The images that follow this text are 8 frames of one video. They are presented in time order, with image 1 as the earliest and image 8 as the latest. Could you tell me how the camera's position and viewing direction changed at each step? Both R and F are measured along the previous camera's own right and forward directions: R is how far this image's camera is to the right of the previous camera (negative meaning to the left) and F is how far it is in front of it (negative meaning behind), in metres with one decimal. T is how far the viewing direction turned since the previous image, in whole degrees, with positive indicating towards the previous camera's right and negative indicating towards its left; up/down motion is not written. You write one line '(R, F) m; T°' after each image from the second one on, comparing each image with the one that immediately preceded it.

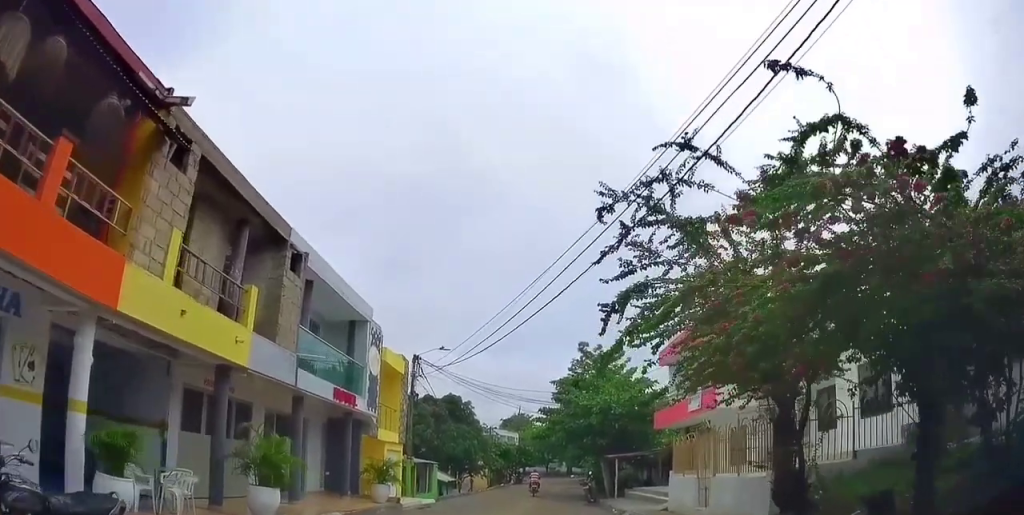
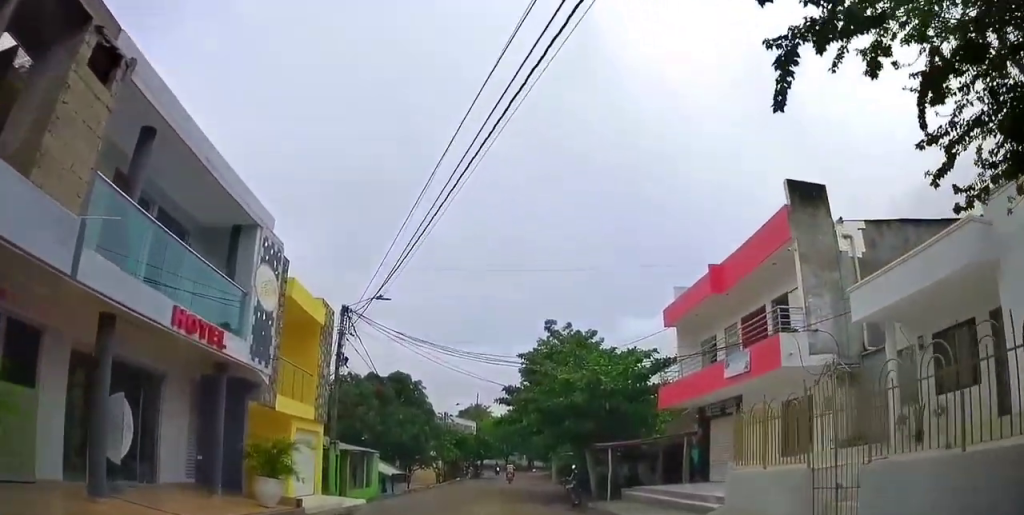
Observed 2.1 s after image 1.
(+0.1, +5.9) m; +6°
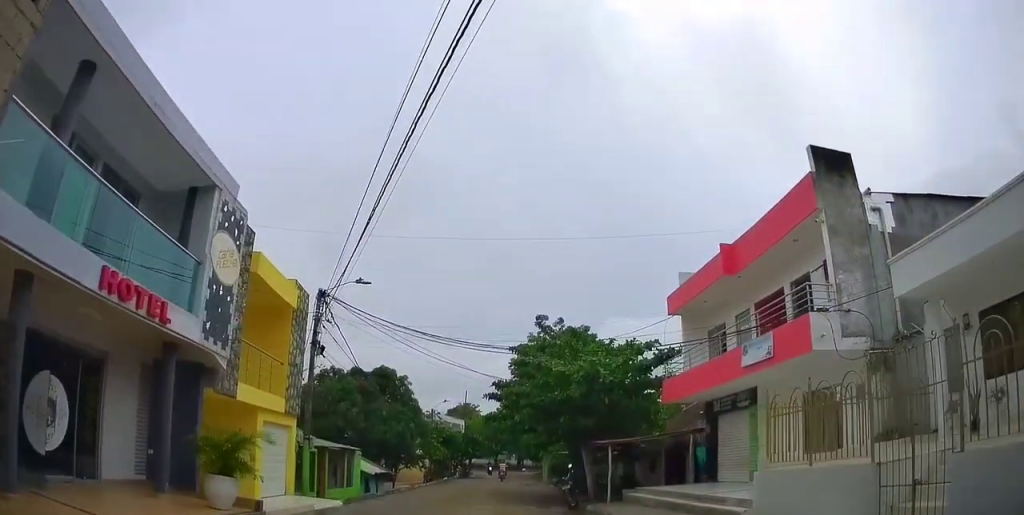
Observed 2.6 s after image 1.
(0.0, +1.6) m; +3°
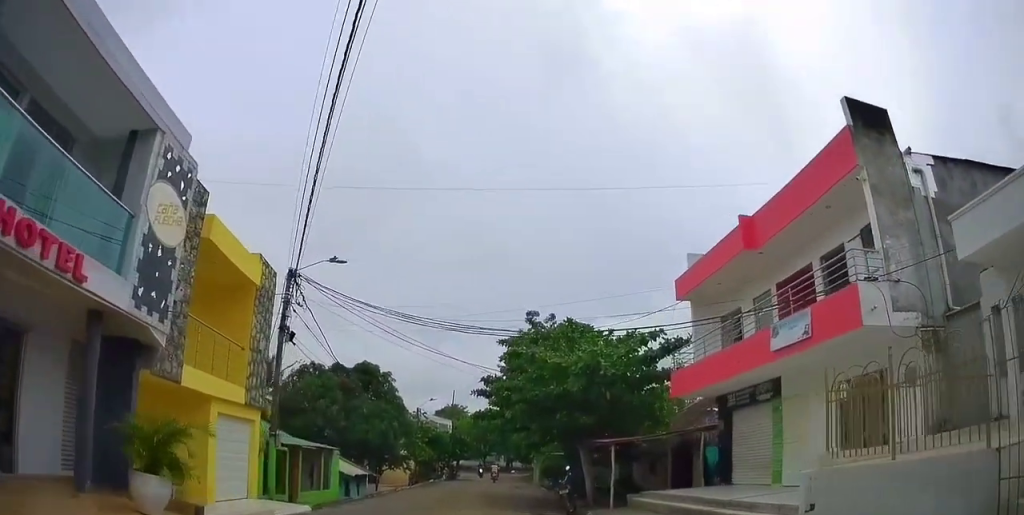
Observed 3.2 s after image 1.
(+0.1, +2.0) m; +1°
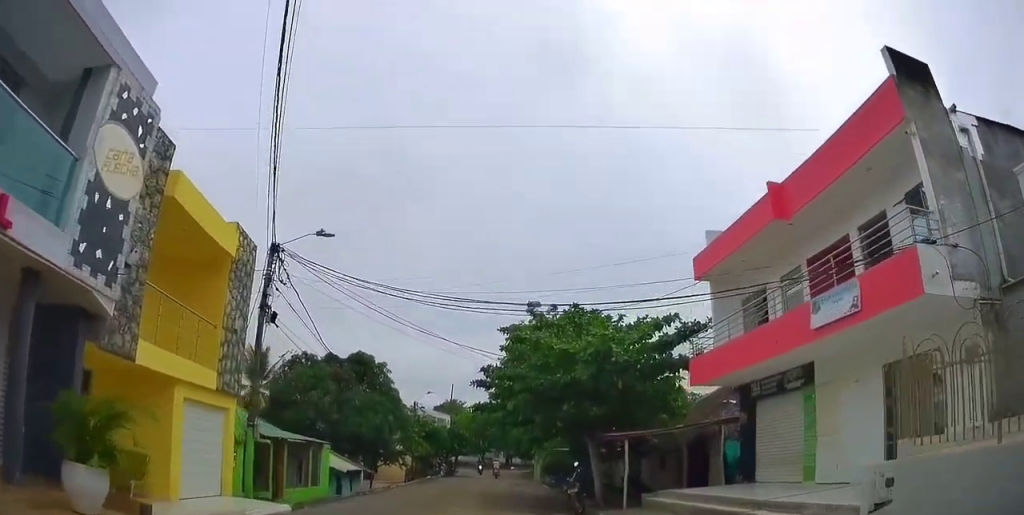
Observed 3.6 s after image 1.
(0.0, +1.6) m; 0°
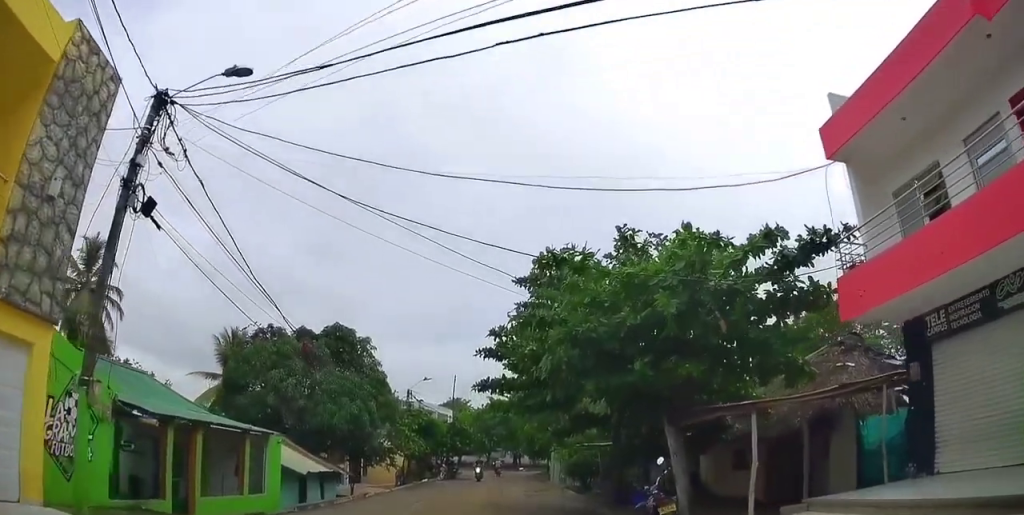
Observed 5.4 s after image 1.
(-0.4, +6.9) m; -9°
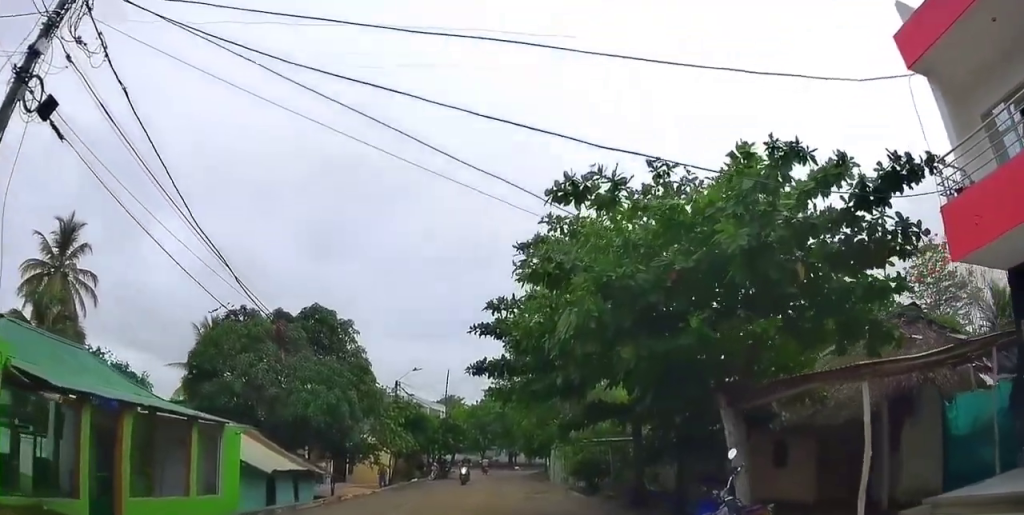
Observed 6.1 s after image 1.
(-0.2, +2.8) m; +2°
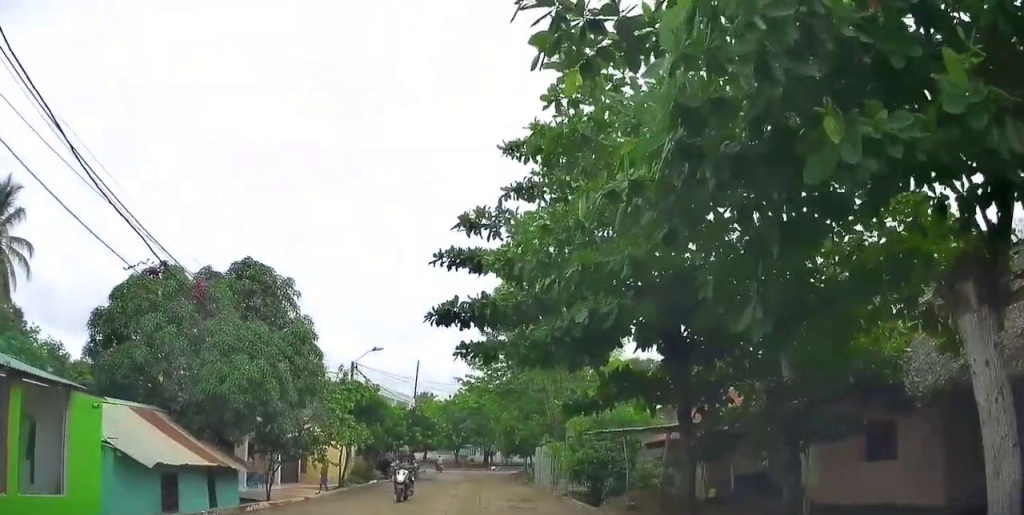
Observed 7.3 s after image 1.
(+0.4, +5.0) m; +14°
